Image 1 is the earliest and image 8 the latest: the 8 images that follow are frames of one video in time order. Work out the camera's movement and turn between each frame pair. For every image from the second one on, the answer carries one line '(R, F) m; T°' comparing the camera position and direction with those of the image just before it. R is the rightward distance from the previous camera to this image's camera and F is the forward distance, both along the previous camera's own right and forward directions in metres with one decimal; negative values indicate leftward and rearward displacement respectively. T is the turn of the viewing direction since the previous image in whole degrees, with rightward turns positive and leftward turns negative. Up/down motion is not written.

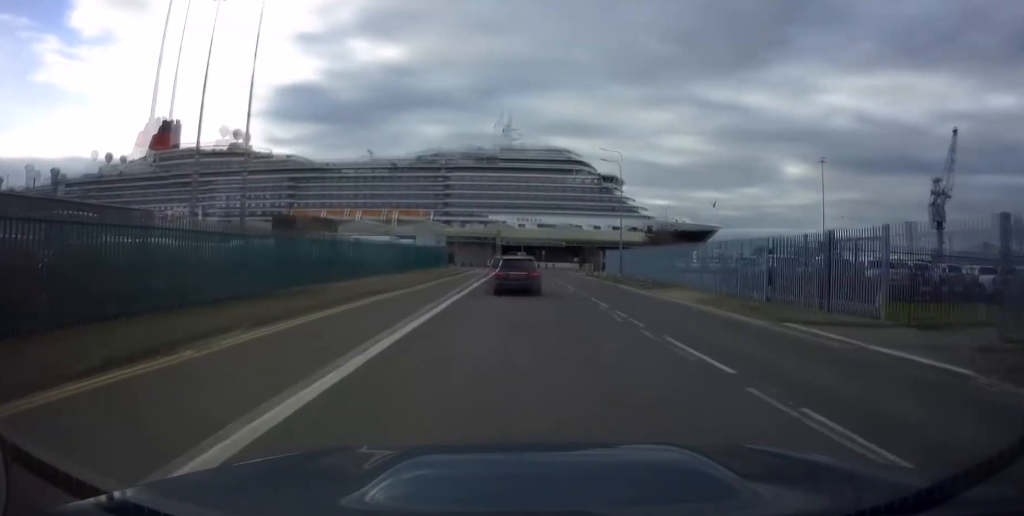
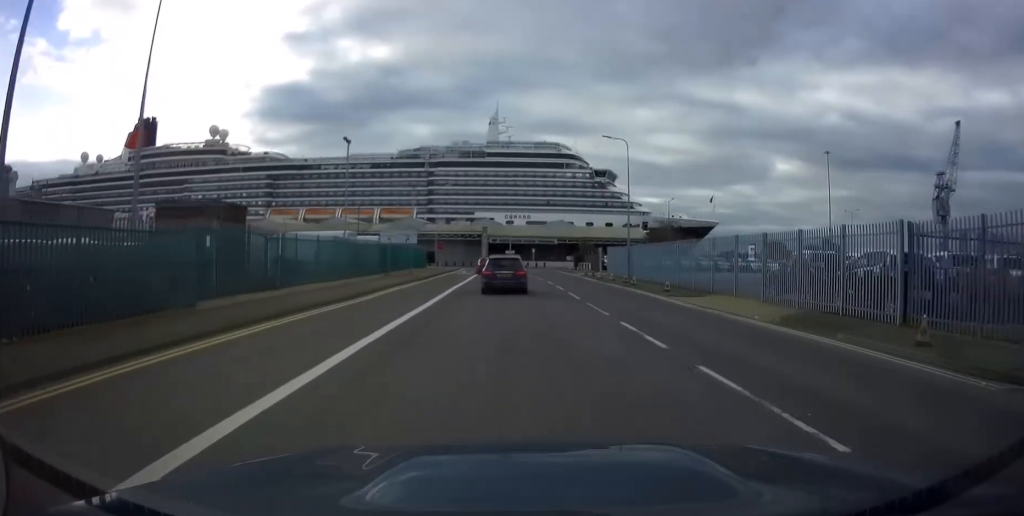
(+0.1, +8.3) m; +1°
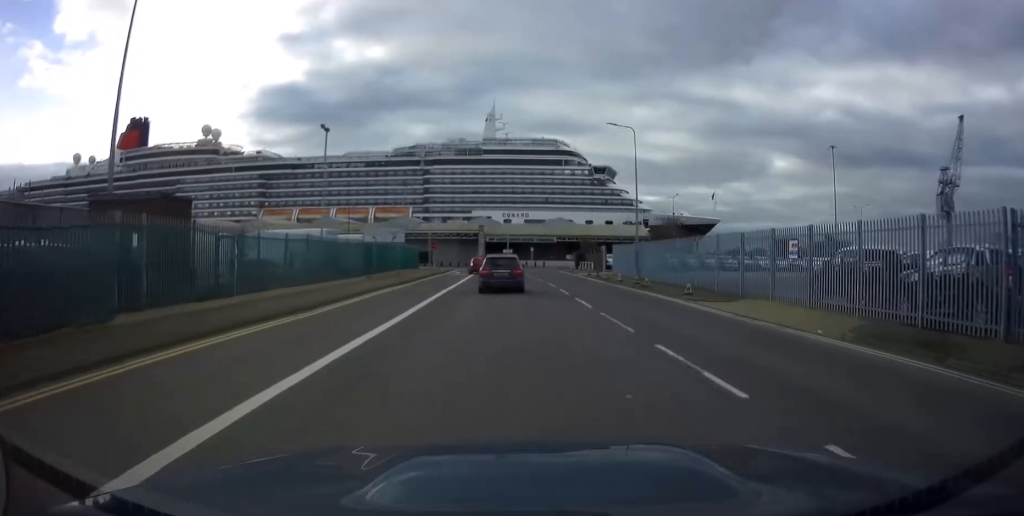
(0.0, +3.9) m; +1°
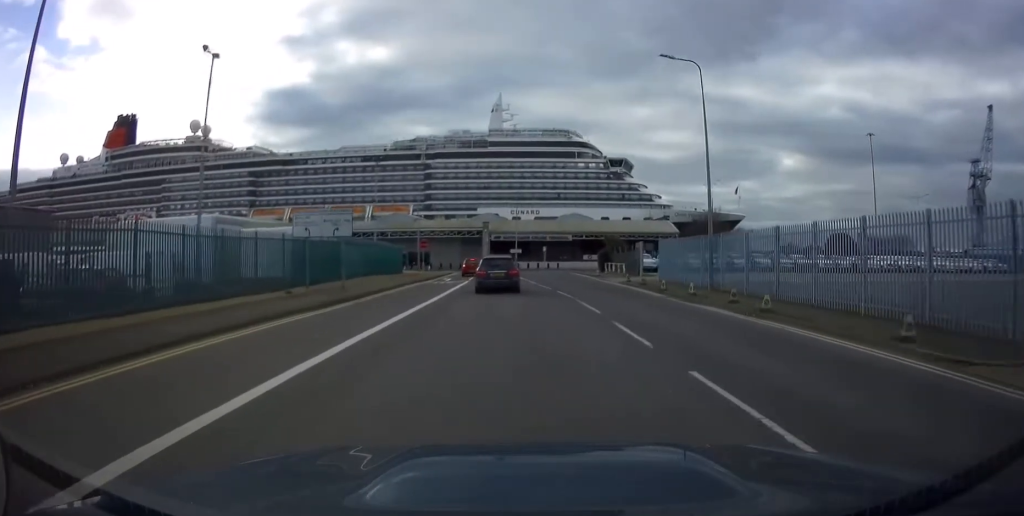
(0.0, +13.2) m; 0°
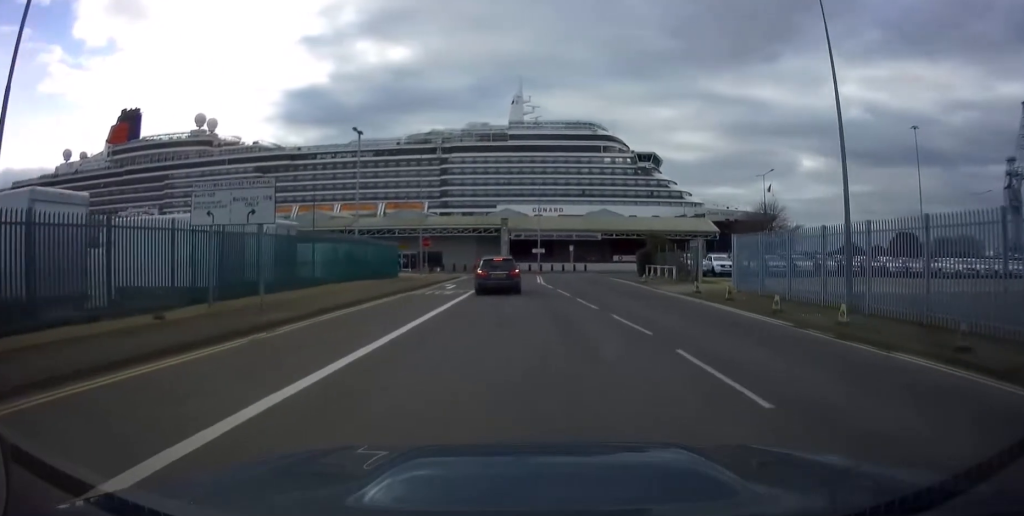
(0.0, +9.7) m; -1°
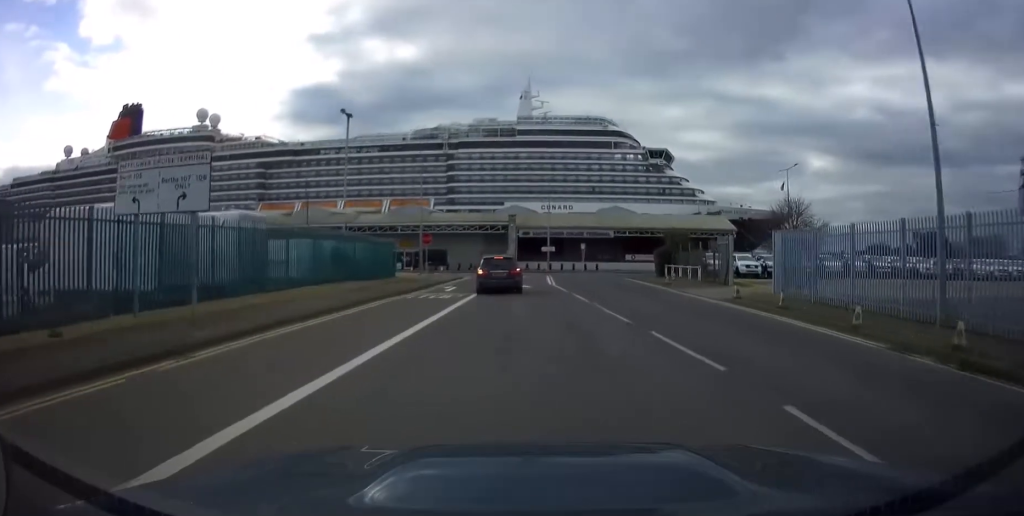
(0.0, +3.8) m; 0°
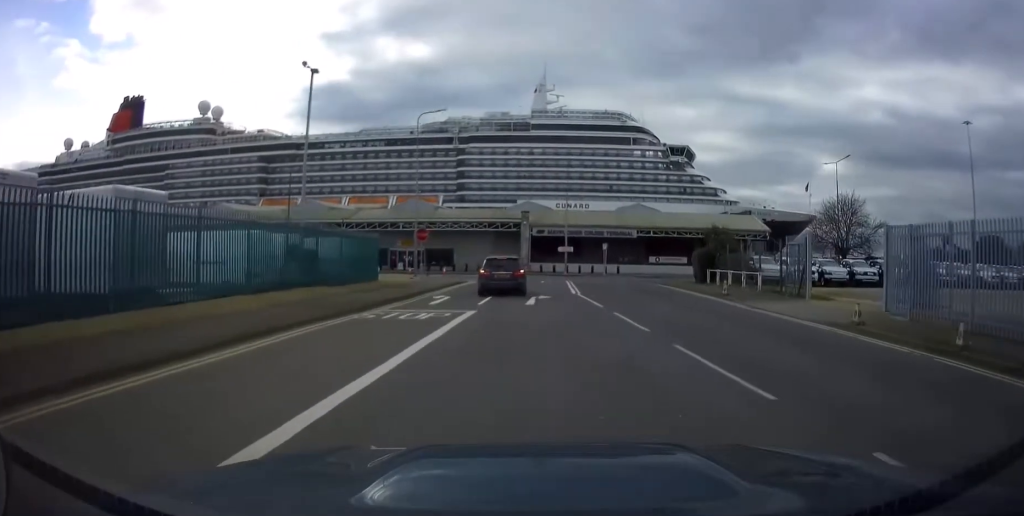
(-0.1, +7.1) m; -1°
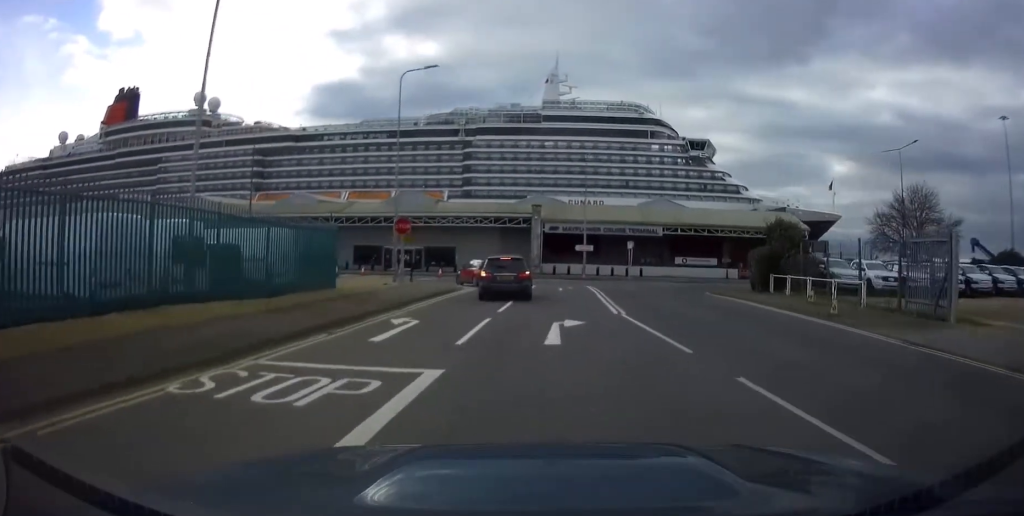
(-0.1, +8.8) m; -2°
